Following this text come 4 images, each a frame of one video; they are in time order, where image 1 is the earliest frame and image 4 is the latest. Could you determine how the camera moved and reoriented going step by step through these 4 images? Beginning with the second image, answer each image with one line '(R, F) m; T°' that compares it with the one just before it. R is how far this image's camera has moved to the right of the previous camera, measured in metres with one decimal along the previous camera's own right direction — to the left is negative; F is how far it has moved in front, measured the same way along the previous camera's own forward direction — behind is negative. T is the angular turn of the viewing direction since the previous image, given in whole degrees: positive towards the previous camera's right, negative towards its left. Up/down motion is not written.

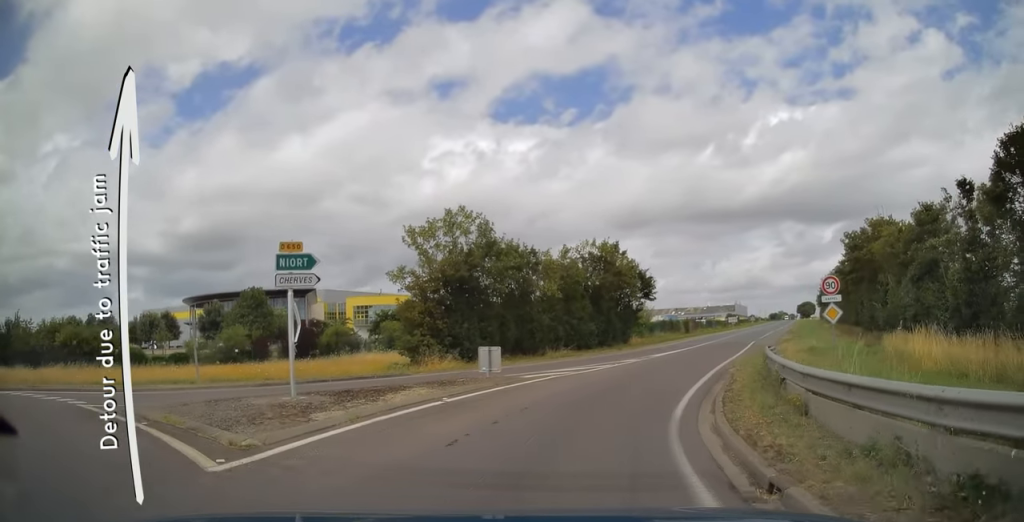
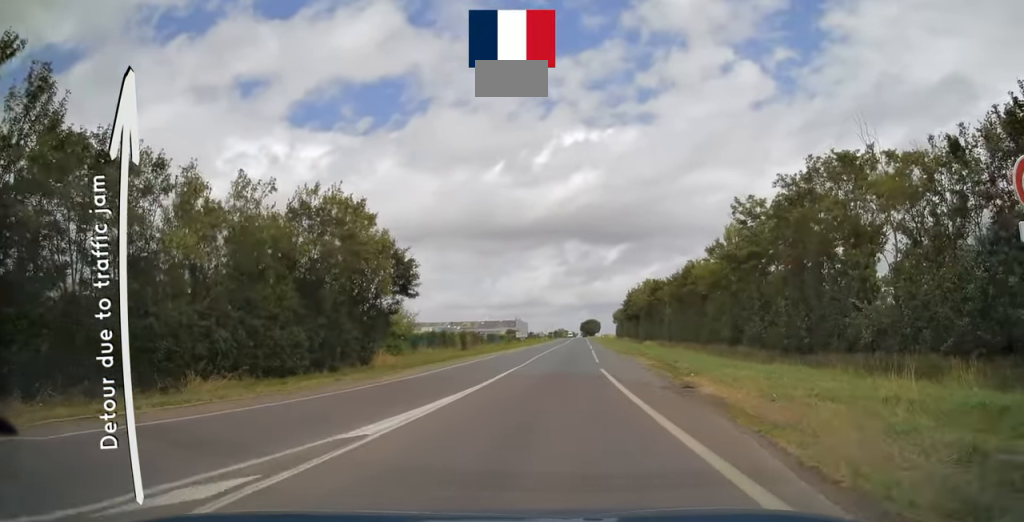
(+3.5, +22.9) m; +15°
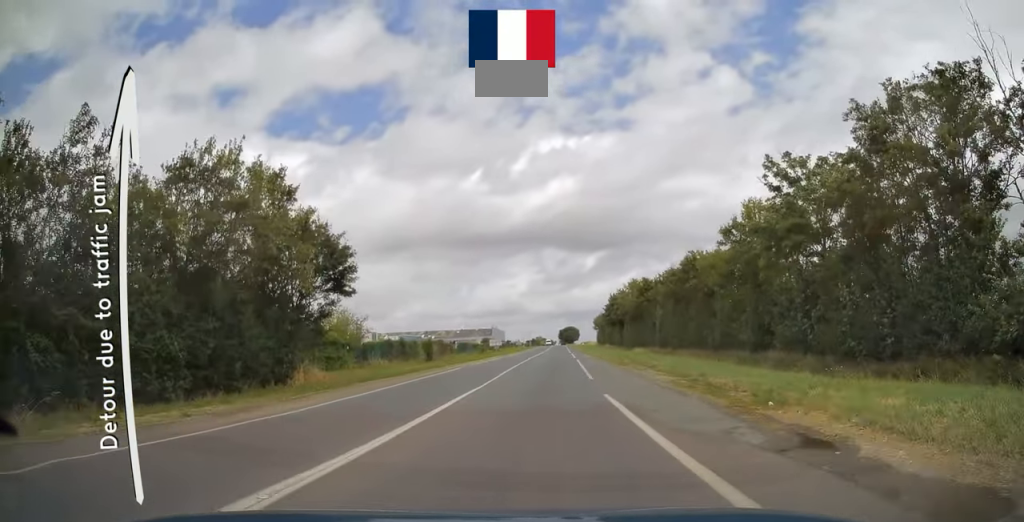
(+0.3, +9.2) m; +2°
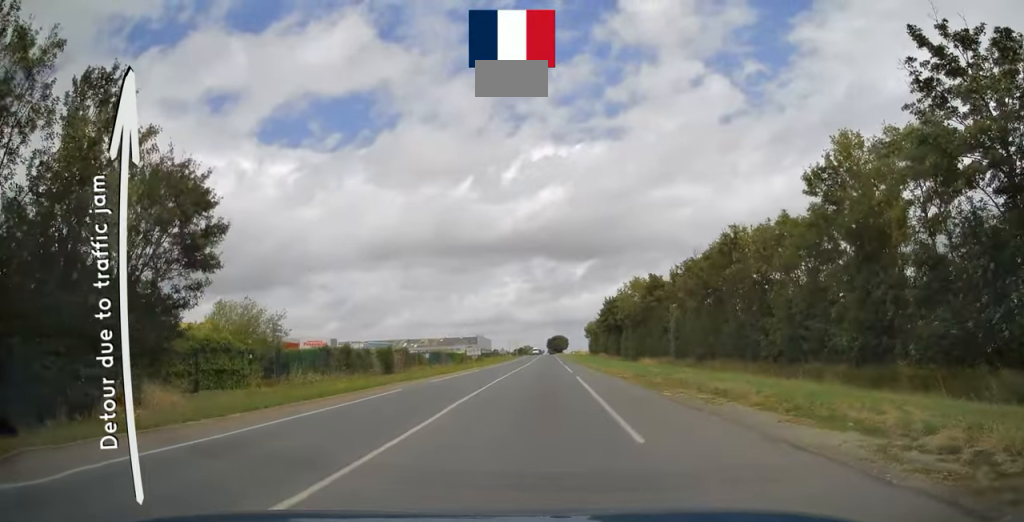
(+0.1, +13.1) m; +1°
